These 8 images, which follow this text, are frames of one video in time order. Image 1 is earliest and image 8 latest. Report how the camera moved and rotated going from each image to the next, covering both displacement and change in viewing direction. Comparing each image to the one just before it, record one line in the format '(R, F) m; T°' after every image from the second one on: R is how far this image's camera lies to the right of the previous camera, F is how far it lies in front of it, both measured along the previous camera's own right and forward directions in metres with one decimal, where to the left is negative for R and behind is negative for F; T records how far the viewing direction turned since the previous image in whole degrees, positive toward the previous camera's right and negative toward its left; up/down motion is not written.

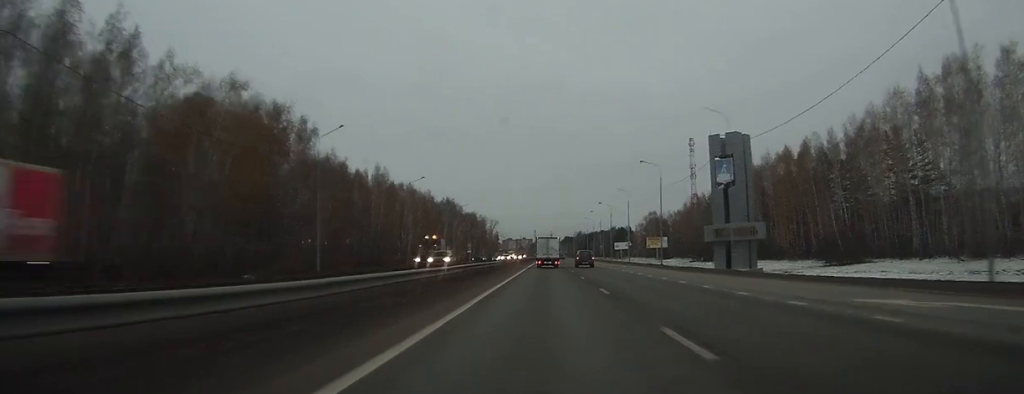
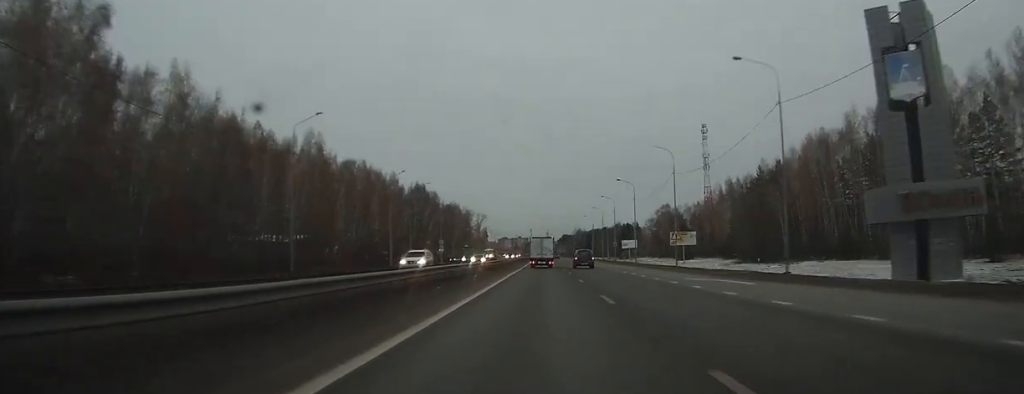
(-0.4, +40.0) m; -1°
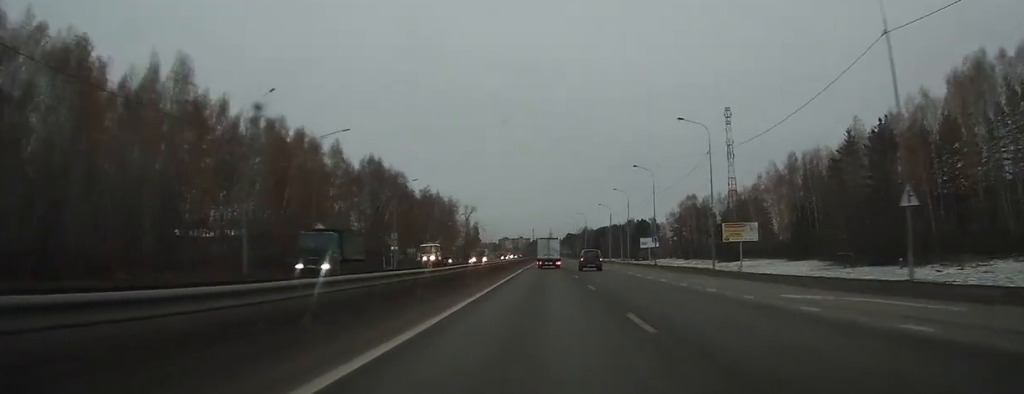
(-0.2, +42.2) m; 0°
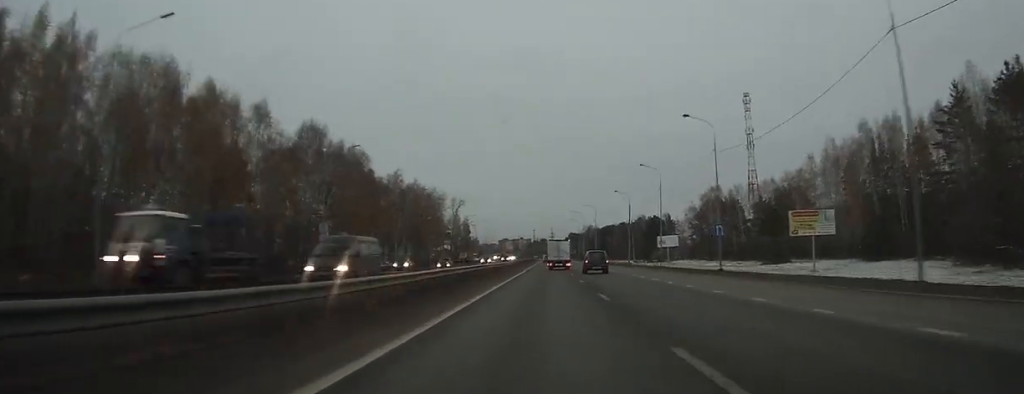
(-0.1, +28.8) m; 0°
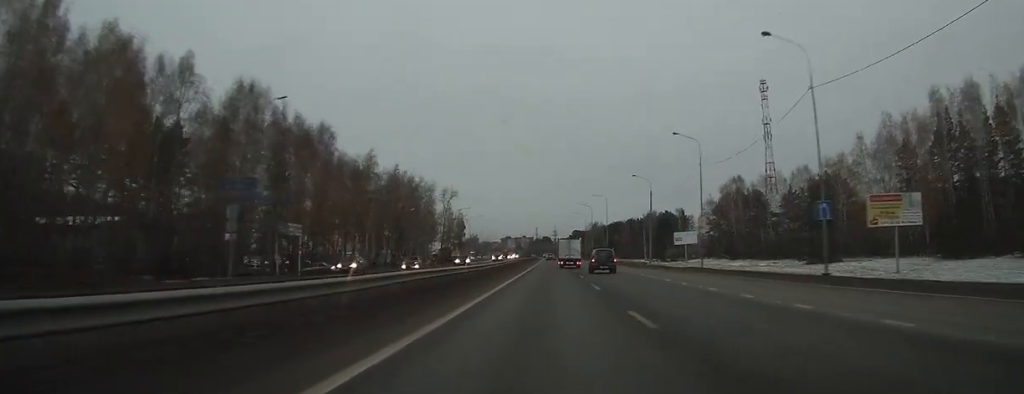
(-0.1, +18.6) m; 0°
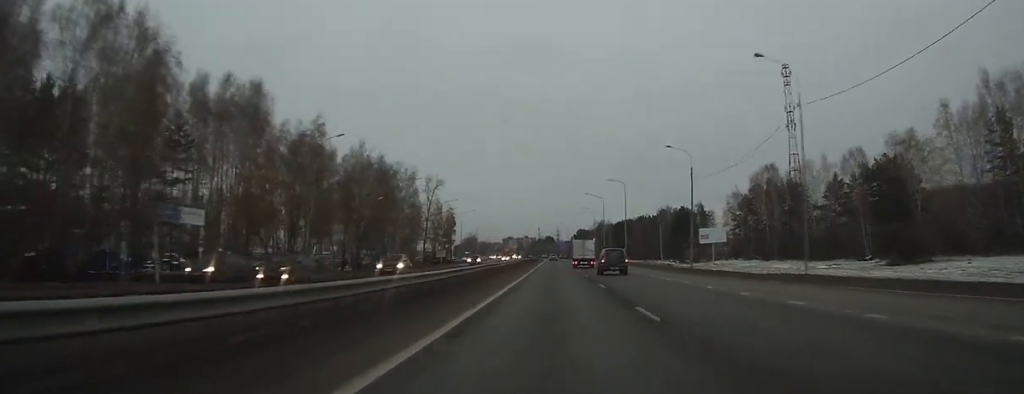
(0.0, +22.9) m; 0°
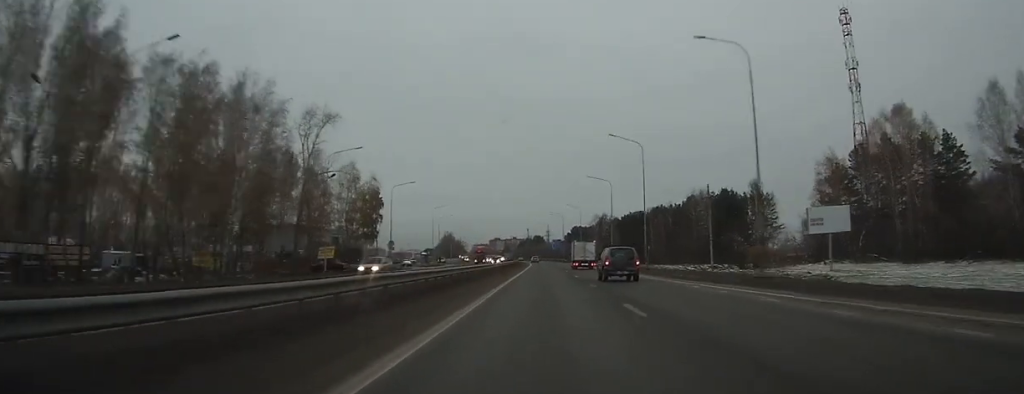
(+0.6, +58.9) m; +1°
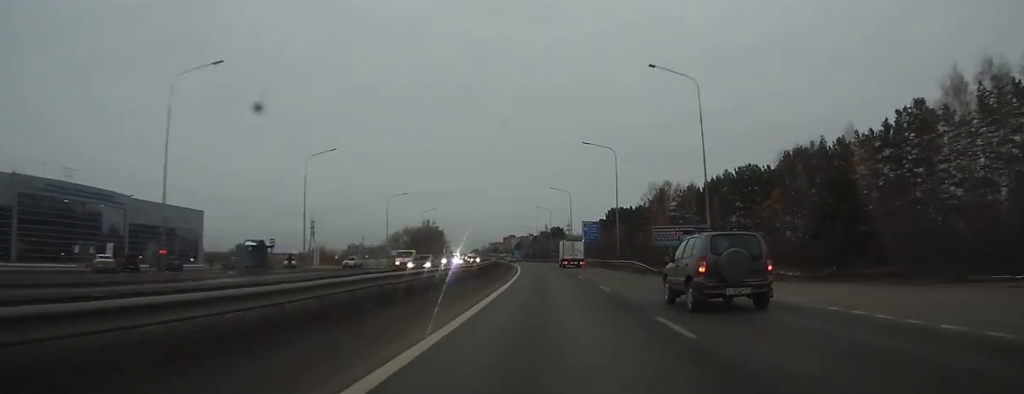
(-1.3, +98.6) m; -3°
